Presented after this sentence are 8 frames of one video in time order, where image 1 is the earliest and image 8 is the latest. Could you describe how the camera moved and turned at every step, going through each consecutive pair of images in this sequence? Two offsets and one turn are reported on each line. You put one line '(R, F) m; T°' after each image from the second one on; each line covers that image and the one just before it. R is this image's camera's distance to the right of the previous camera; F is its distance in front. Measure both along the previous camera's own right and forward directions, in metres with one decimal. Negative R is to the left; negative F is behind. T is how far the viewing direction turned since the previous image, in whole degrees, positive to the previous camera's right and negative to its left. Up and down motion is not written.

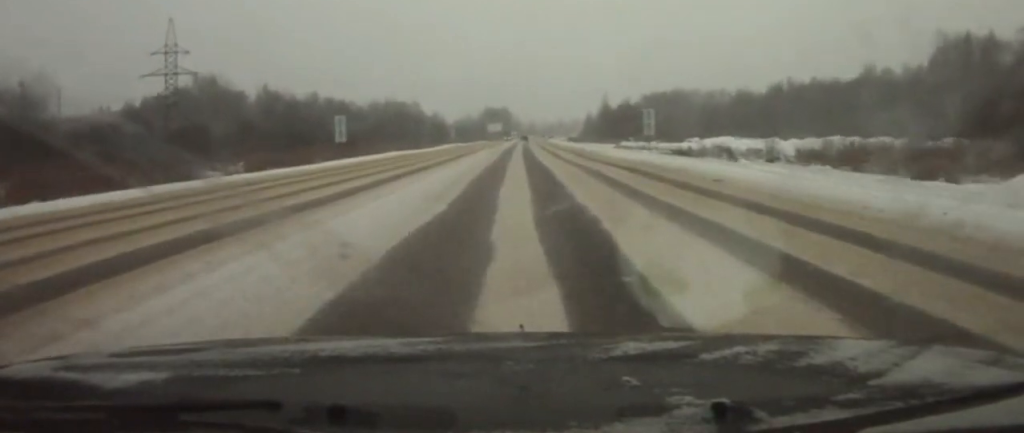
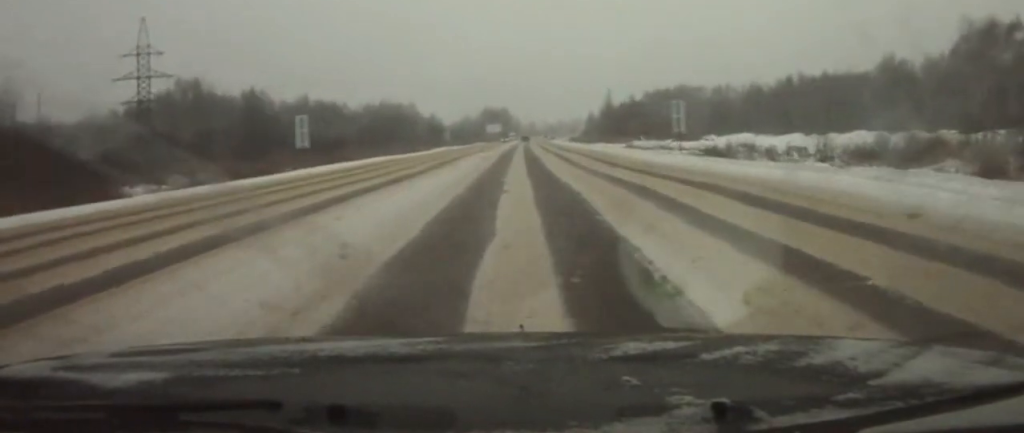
(0.0, +11.6) m; 0°
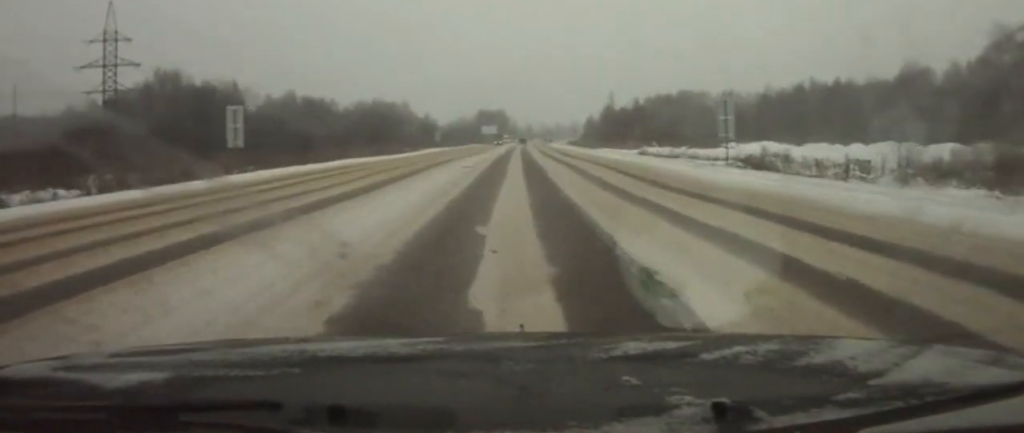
(0.0, +12.4) m; 0°
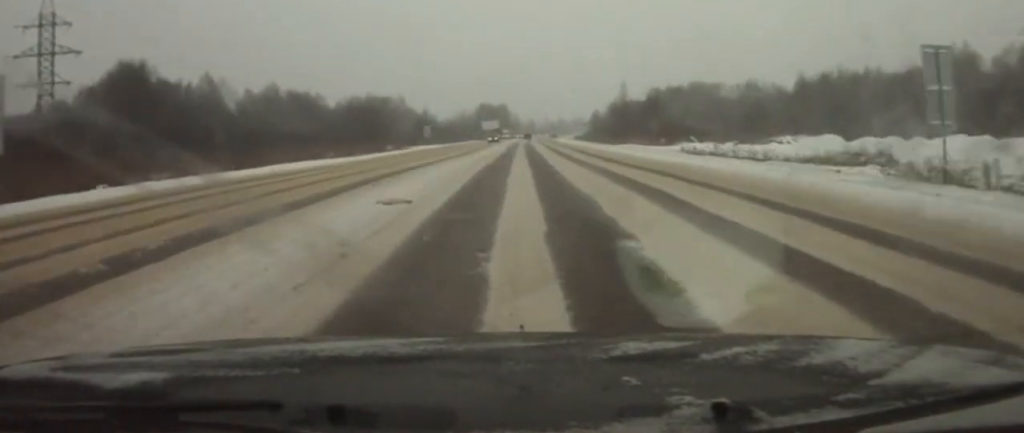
(0.0, +21.5) m; 0°
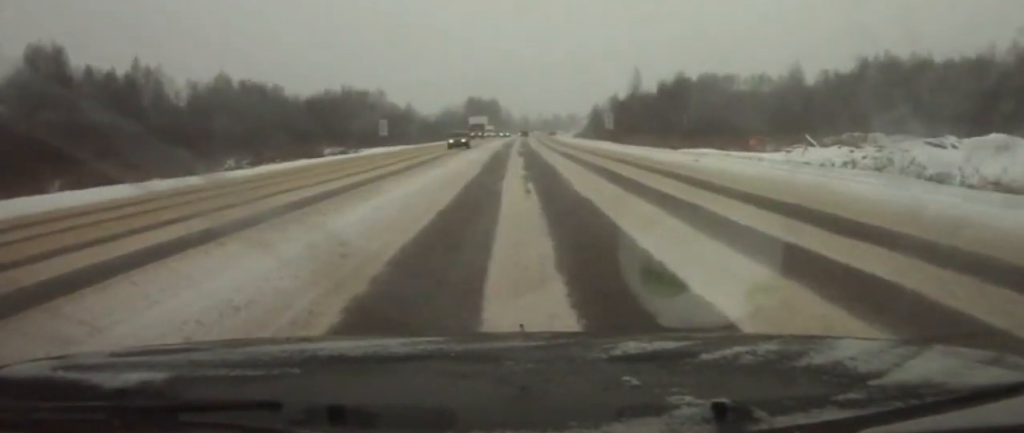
(+0.1, +33.1) m; 0°
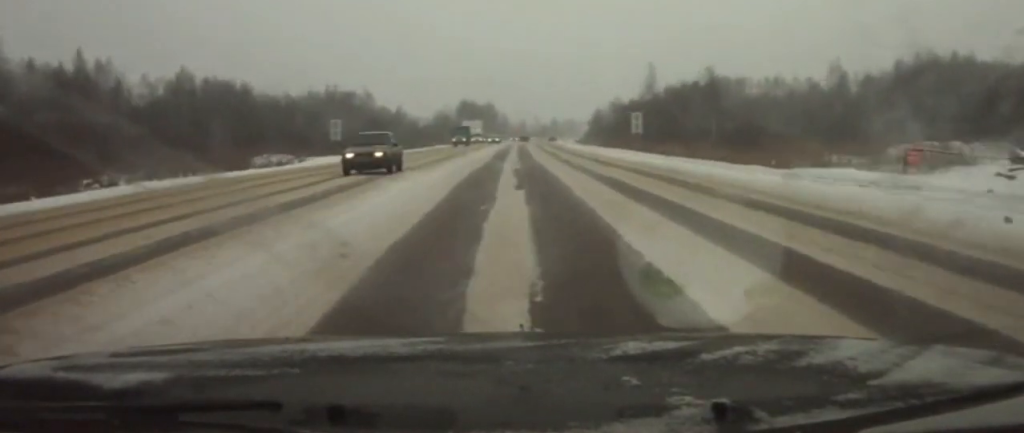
(0.0, +22.4) m; 0°
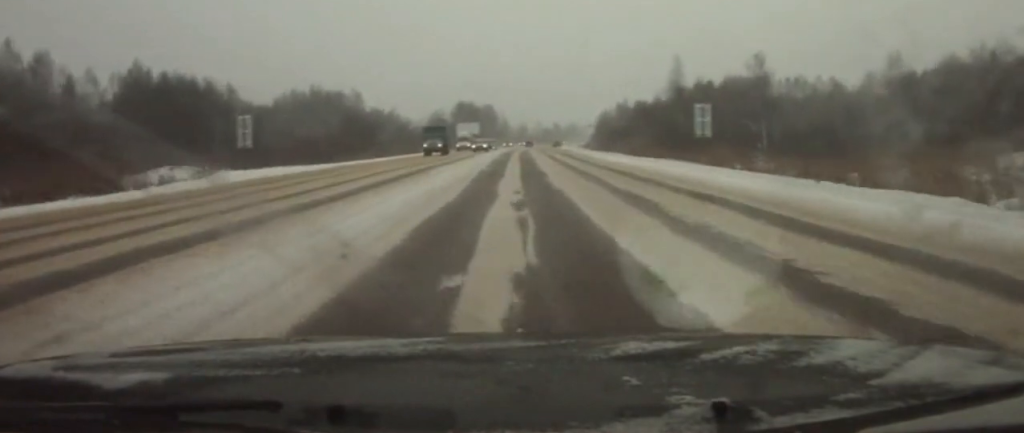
(0.0, +21.5) m; 0°
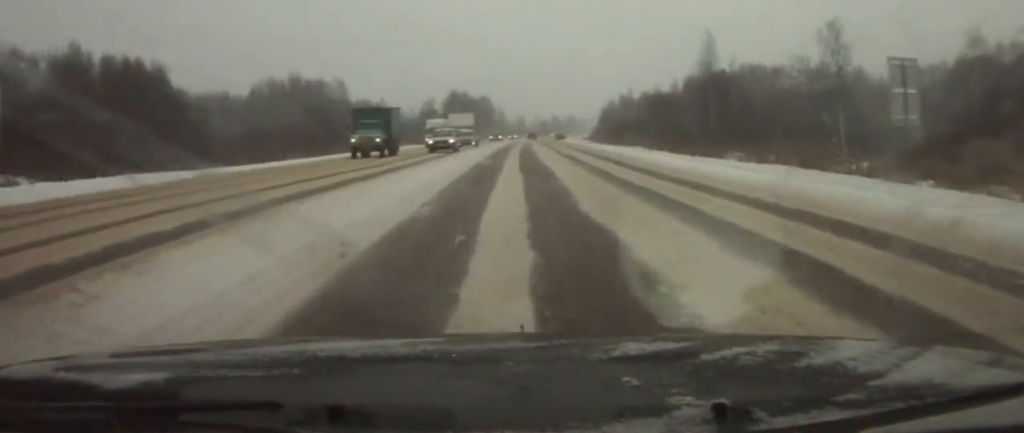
(+0.1, +23.2) m; 0°
